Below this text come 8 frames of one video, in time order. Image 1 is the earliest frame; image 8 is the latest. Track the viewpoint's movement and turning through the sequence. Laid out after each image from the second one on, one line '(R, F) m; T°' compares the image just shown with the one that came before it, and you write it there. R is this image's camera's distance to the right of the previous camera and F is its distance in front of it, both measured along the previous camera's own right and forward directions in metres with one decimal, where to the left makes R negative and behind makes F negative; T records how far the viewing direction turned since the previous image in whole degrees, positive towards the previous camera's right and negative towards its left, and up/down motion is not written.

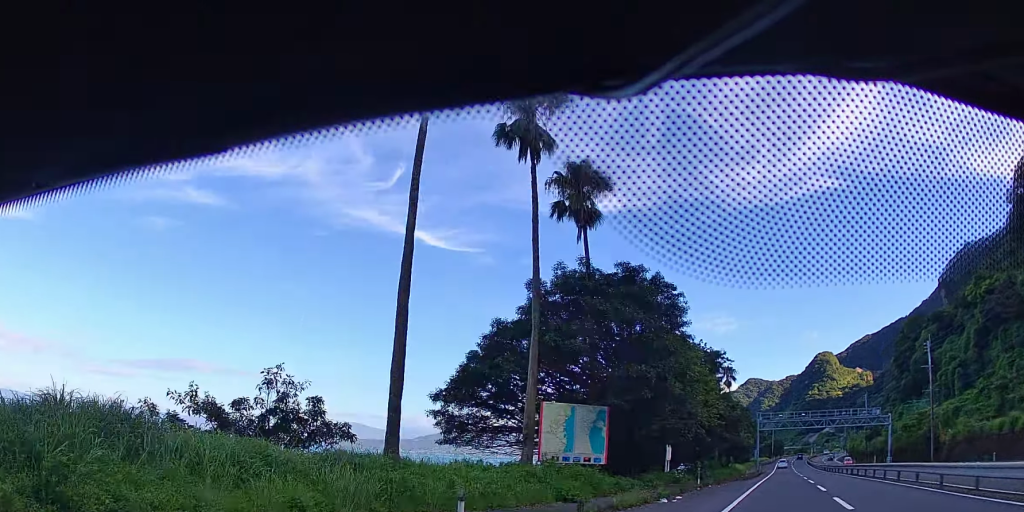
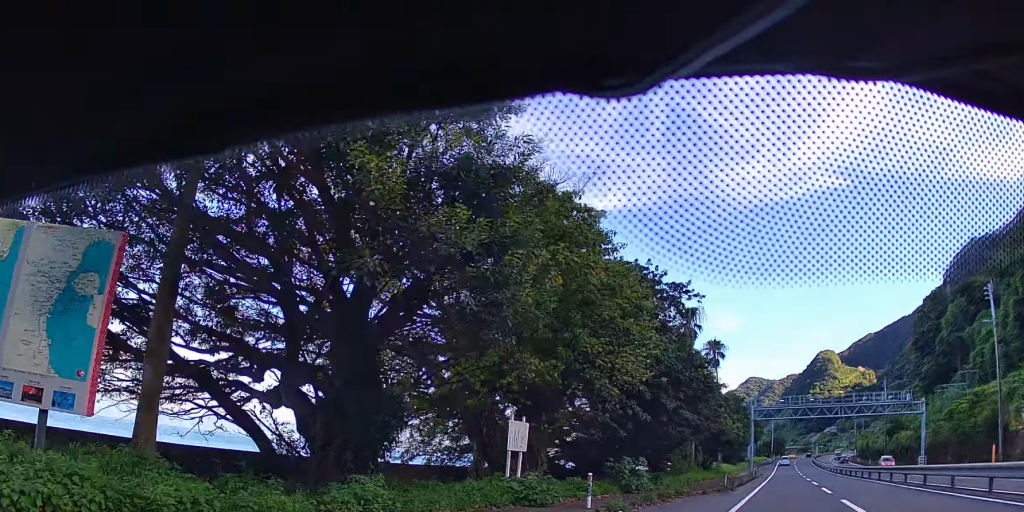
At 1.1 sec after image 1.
(-0.1, +21.4) m; -1°
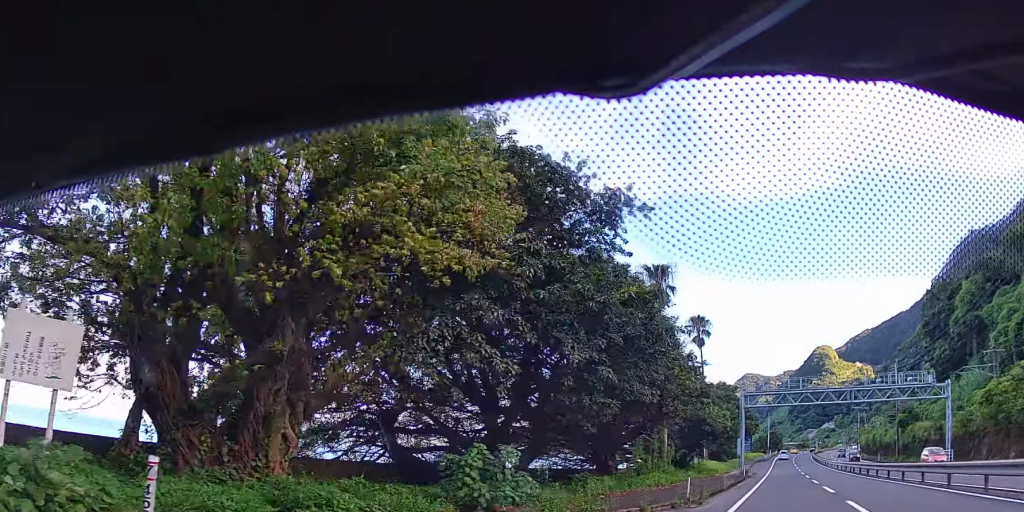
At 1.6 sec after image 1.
(-0.2, +11.5) m; 0°
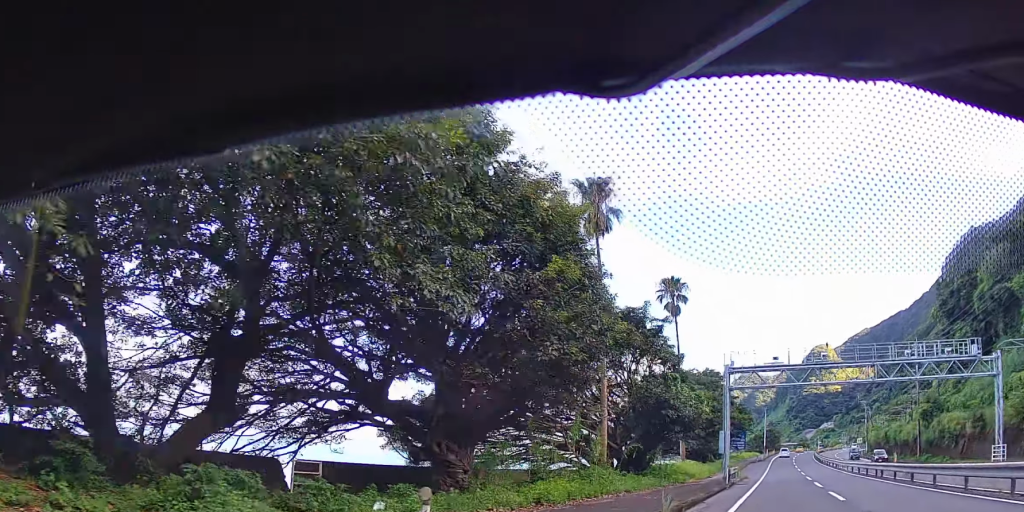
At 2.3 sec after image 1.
(-0.2, +13.7) m; 0°
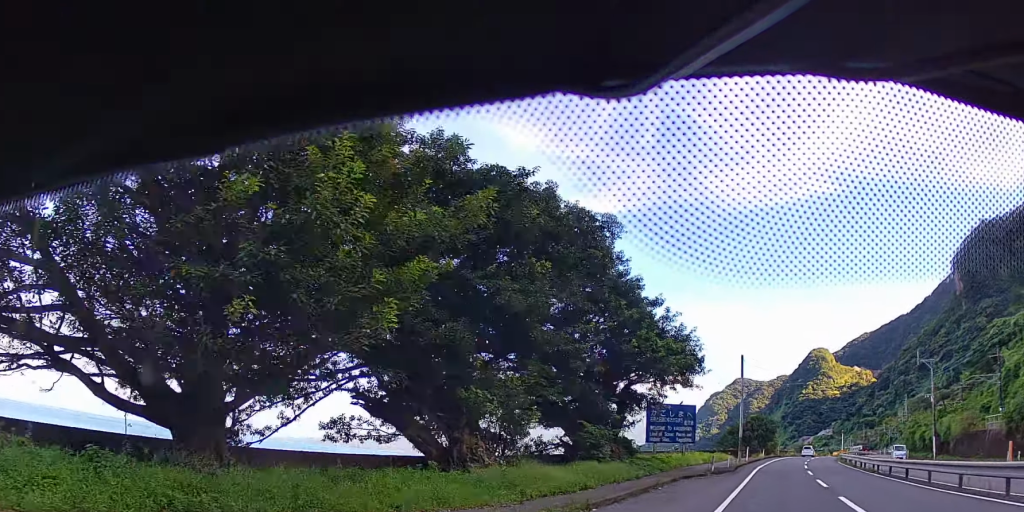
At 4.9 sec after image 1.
(+0.6, +54.0) m; +3°
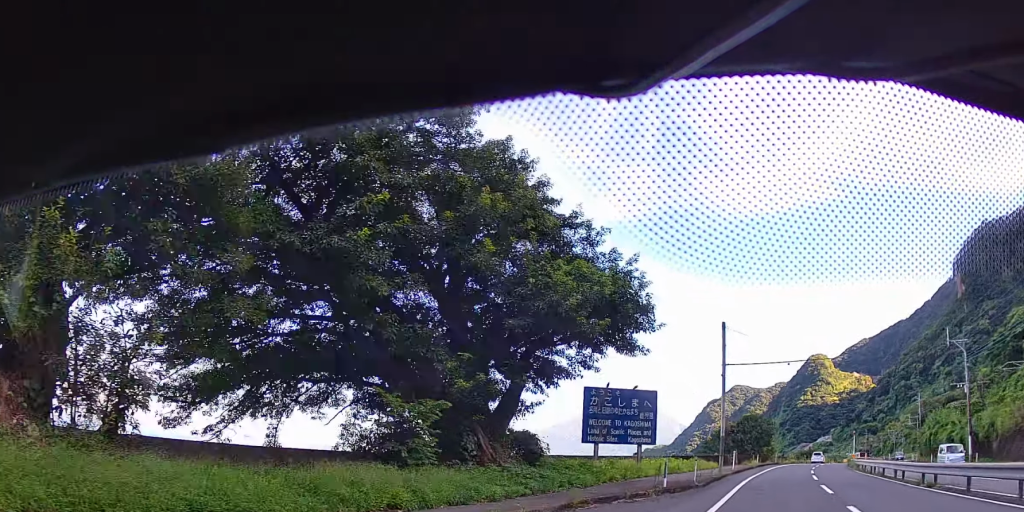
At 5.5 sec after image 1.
(+0.2, +12.8) m; +1°
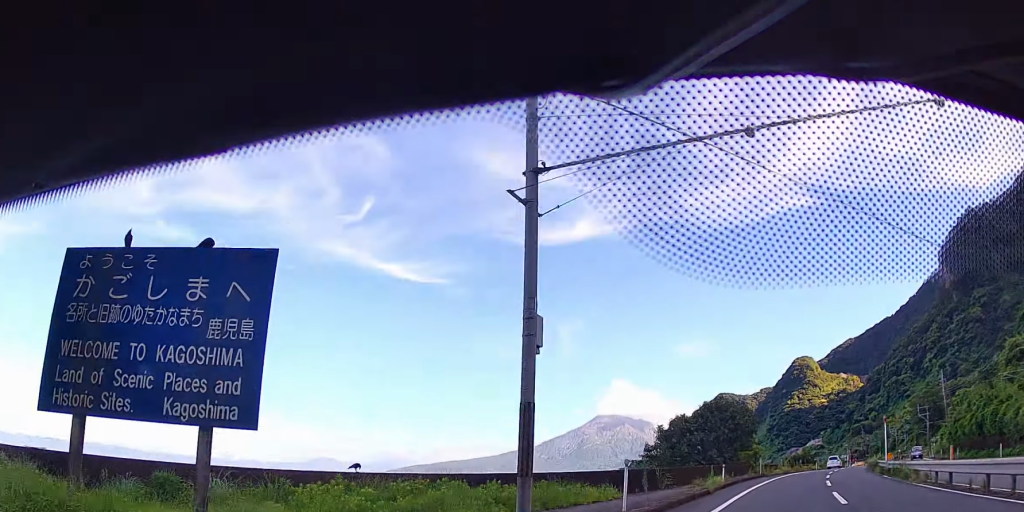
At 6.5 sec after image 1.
(+0.3, +23.4) m; 0°
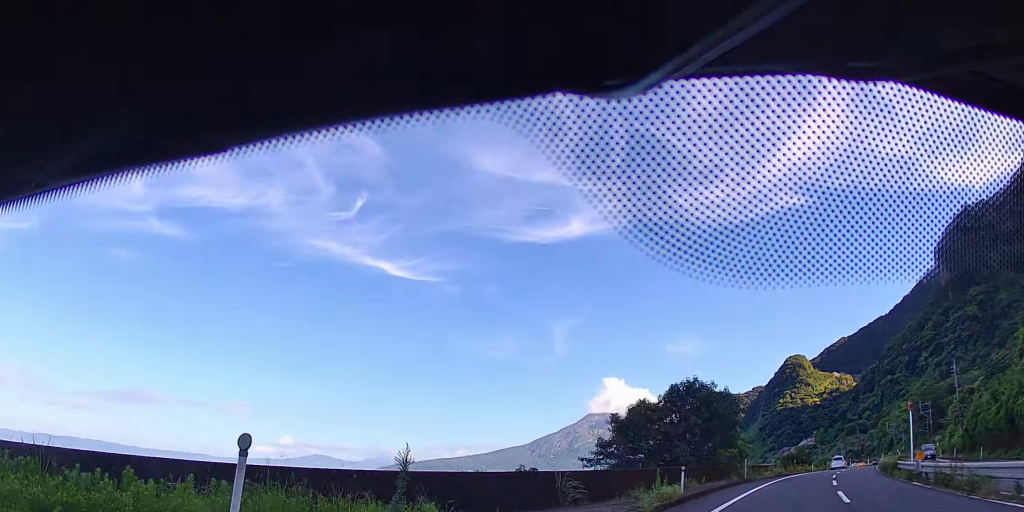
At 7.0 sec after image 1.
(-0.4, +9.7) m; 0°
